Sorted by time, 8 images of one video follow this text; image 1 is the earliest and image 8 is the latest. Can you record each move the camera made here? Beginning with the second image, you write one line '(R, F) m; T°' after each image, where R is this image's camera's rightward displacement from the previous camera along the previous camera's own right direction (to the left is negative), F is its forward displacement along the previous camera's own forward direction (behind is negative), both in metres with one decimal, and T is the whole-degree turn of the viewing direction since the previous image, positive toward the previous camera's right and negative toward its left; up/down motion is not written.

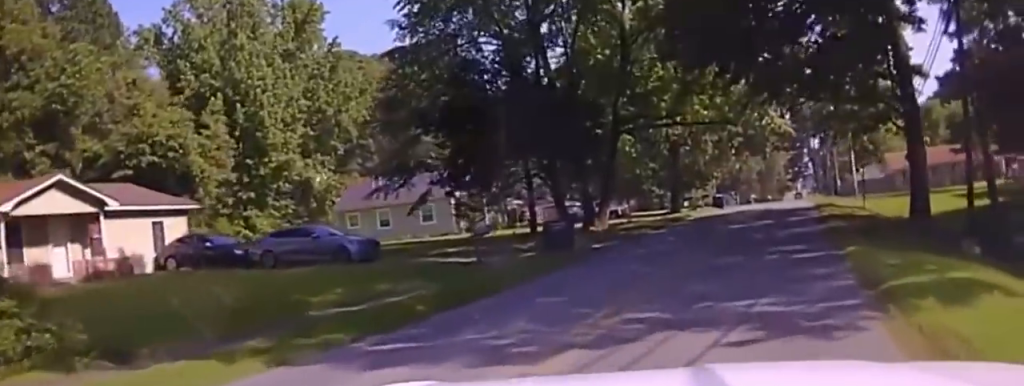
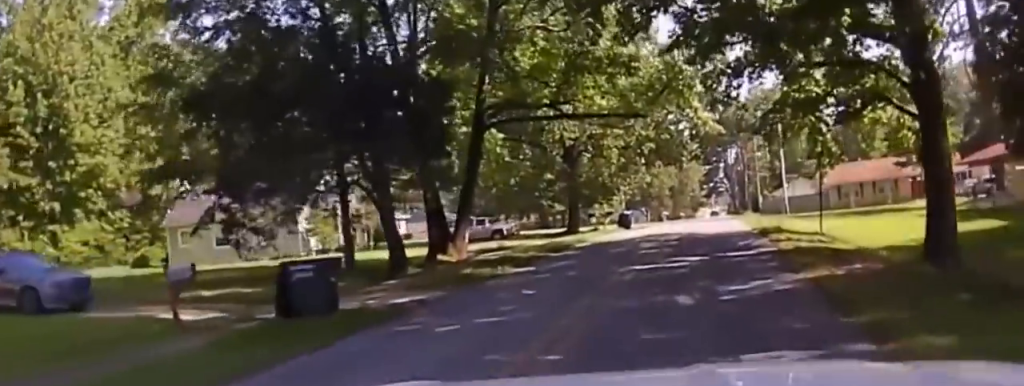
(+1.2, +12.0) m; +6°
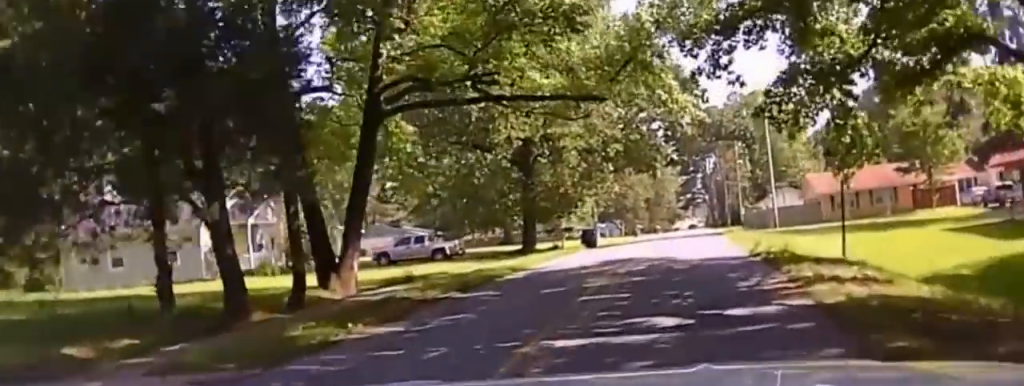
(0.0, +8.7) m; 0°
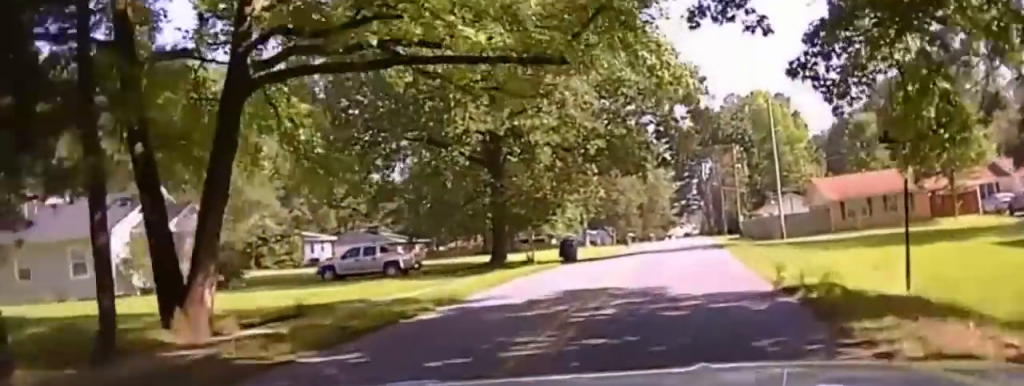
(0.0, +6.8) m; -1°
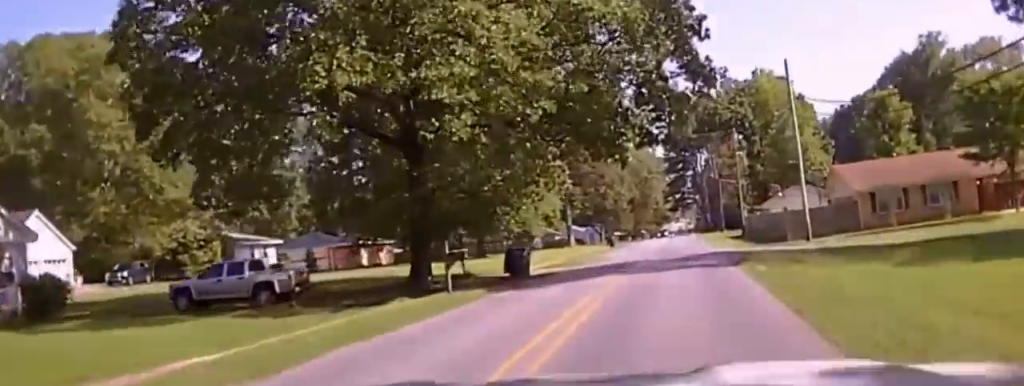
(-0.1, +13.1) m; -3°
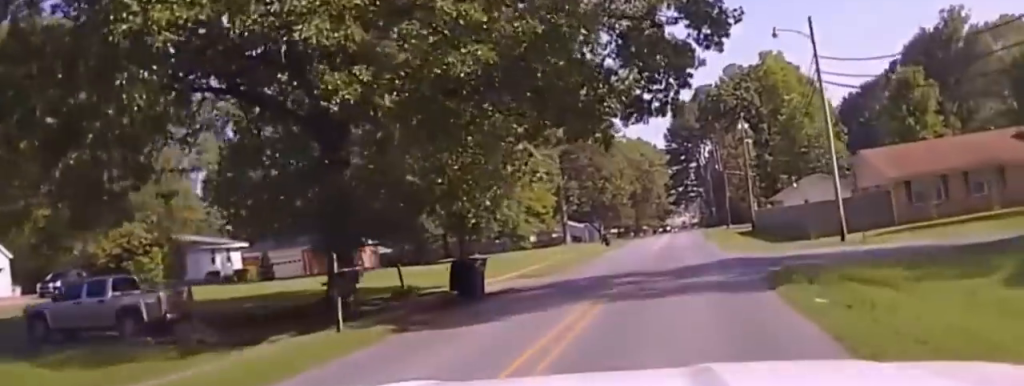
(-0.3, +8.0) m; -2°
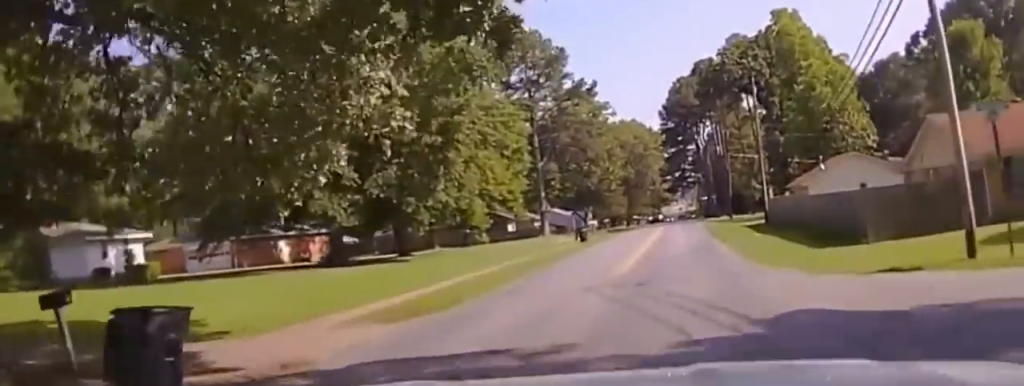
(-0.2, +15.1) m; -1°
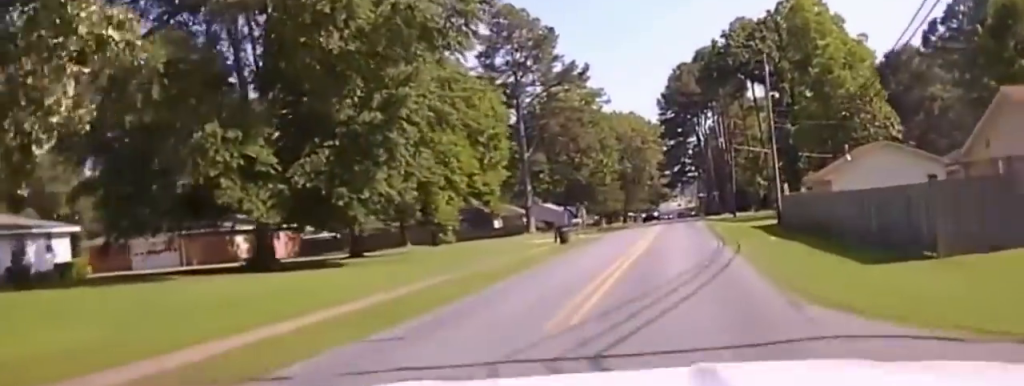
(0.0, +8.5) m; 0°
